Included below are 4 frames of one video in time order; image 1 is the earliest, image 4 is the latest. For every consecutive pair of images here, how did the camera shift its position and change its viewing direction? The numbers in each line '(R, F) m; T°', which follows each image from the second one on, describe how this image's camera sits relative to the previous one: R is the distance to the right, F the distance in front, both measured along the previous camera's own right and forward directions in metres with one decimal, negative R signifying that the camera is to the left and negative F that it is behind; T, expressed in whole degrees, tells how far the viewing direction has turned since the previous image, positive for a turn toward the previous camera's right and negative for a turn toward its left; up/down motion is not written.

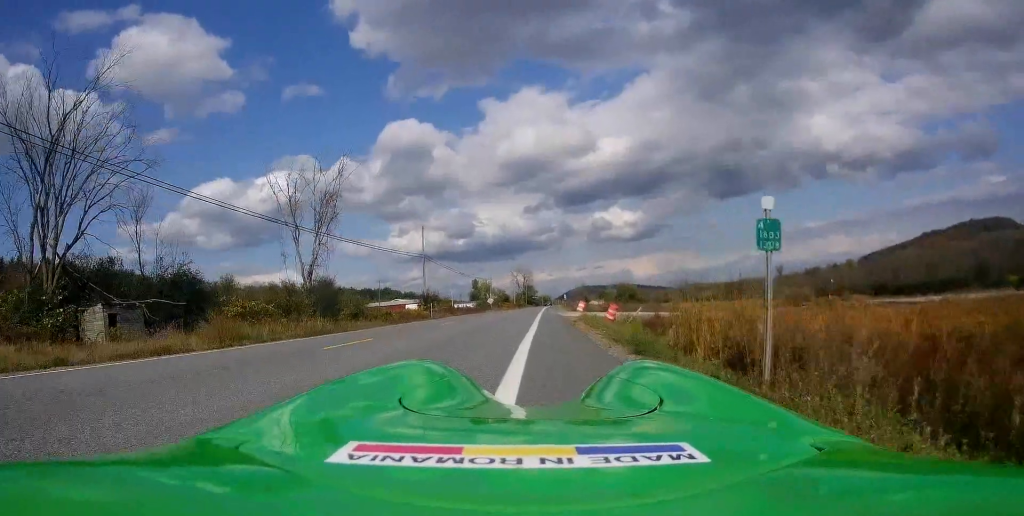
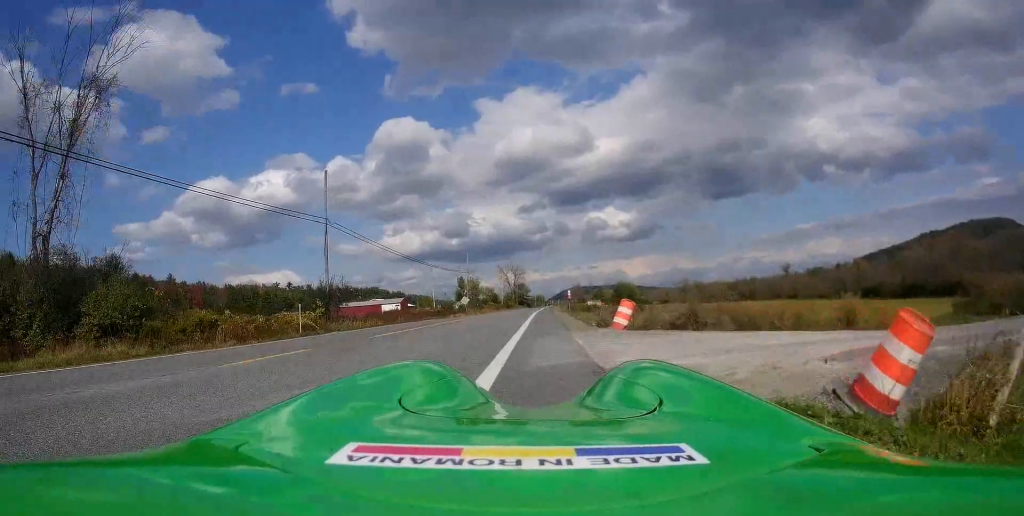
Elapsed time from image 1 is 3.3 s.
(+1.8, +27.2) m; +4°
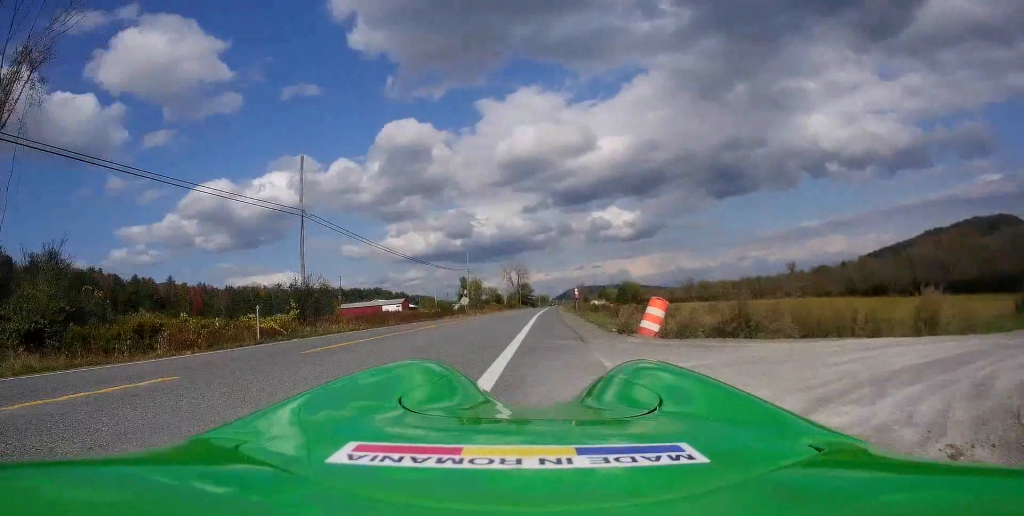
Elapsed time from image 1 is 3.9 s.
(+0.2, +4.4) m; -1°
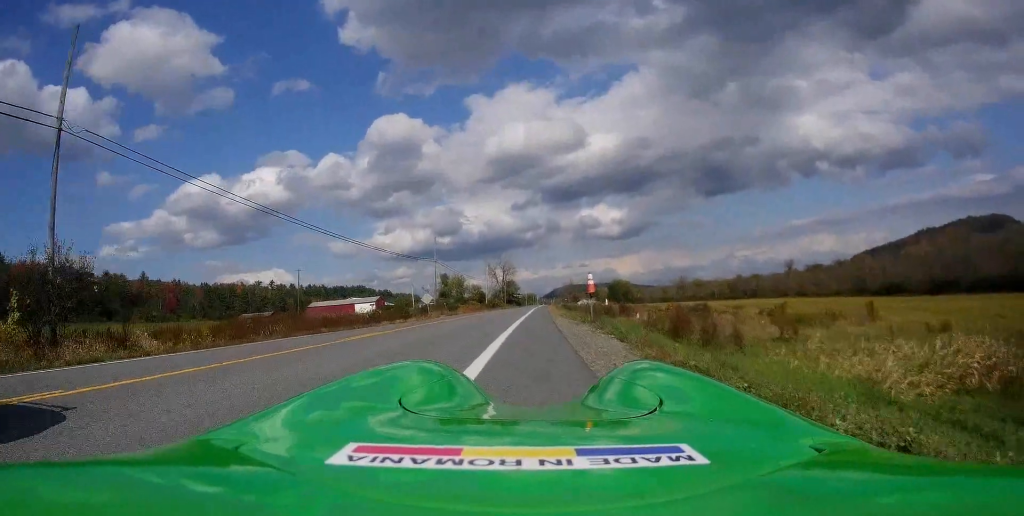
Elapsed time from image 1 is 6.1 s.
(-0.4, +18.9) m; +1°
